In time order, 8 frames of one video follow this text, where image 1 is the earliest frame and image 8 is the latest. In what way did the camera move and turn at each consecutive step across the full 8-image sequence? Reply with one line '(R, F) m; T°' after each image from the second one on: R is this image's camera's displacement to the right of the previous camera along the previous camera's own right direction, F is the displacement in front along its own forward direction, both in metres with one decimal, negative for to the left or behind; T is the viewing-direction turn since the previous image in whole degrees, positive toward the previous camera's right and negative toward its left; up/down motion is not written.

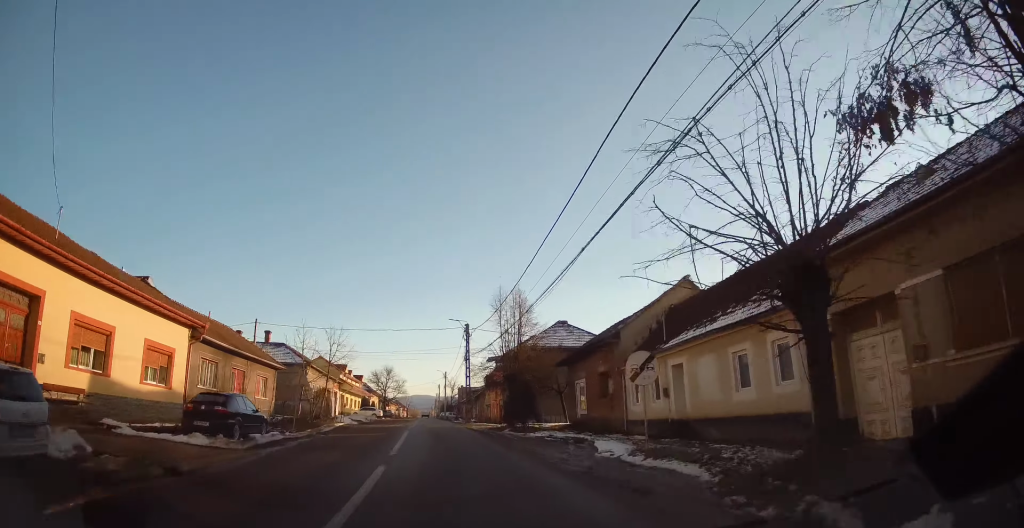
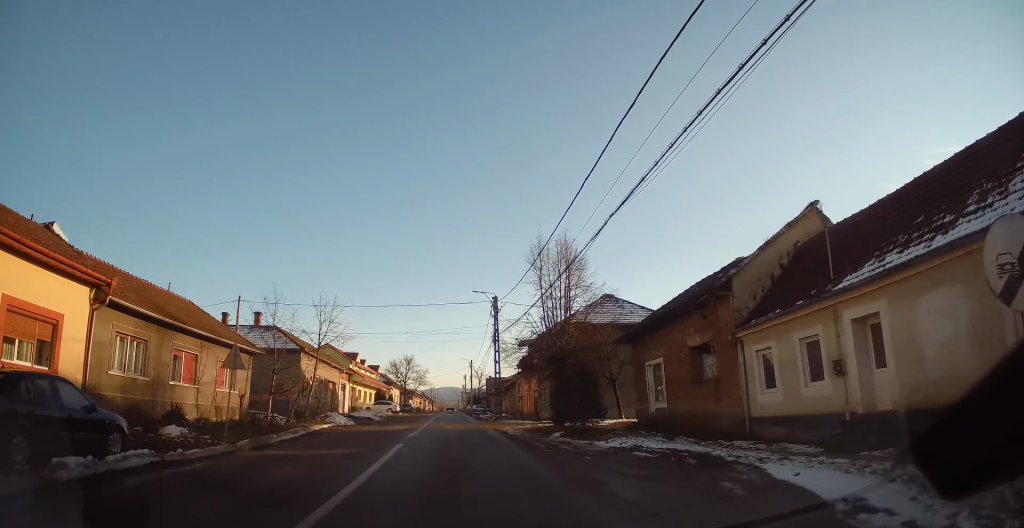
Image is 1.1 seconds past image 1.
(-0.4, +9.6) m; -6°
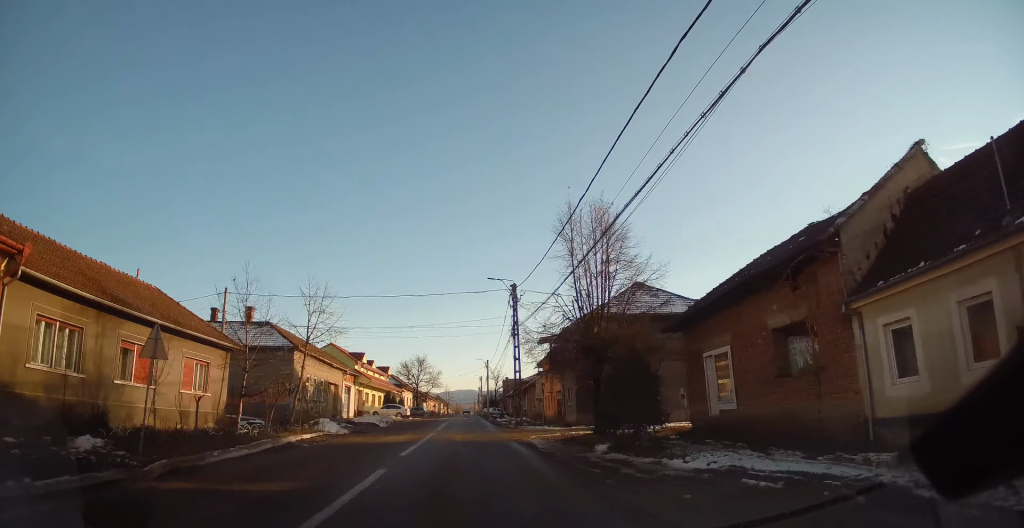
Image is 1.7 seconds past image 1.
(-0.4, +5.4) m; 0°
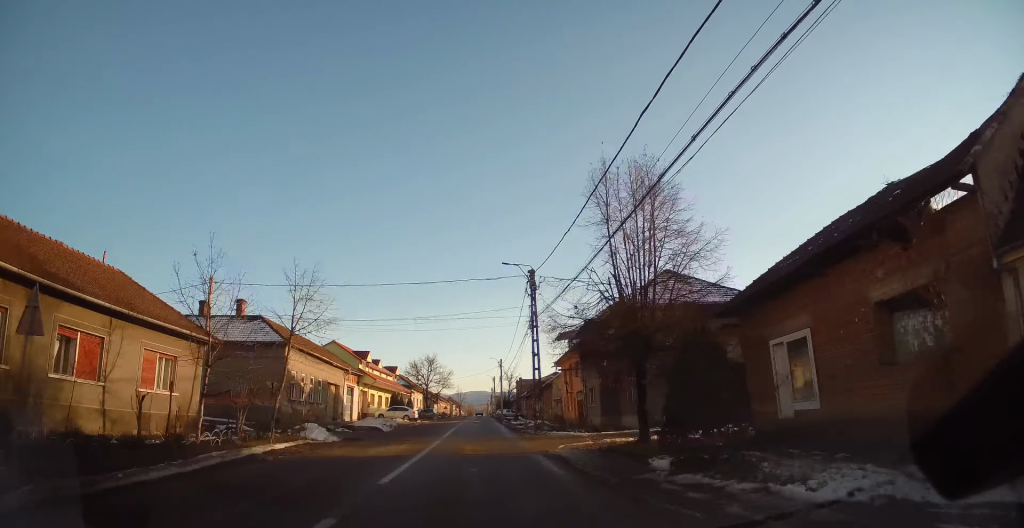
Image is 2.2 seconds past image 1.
(0.0, +4.4) m; 0°
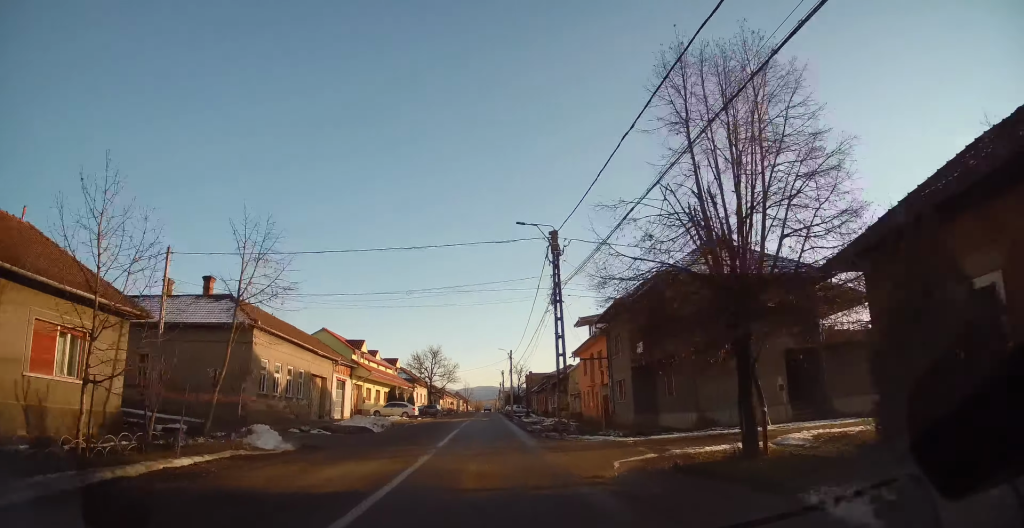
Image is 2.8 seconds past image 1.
(+0.4, +6.5) m; 0°
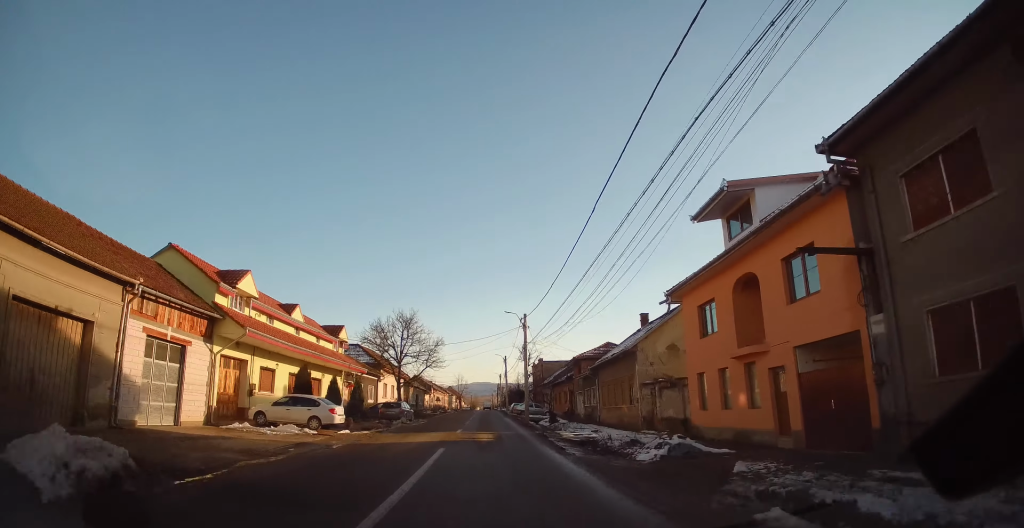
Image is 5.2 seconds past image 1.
(-0.2, +26.5) m; 0°
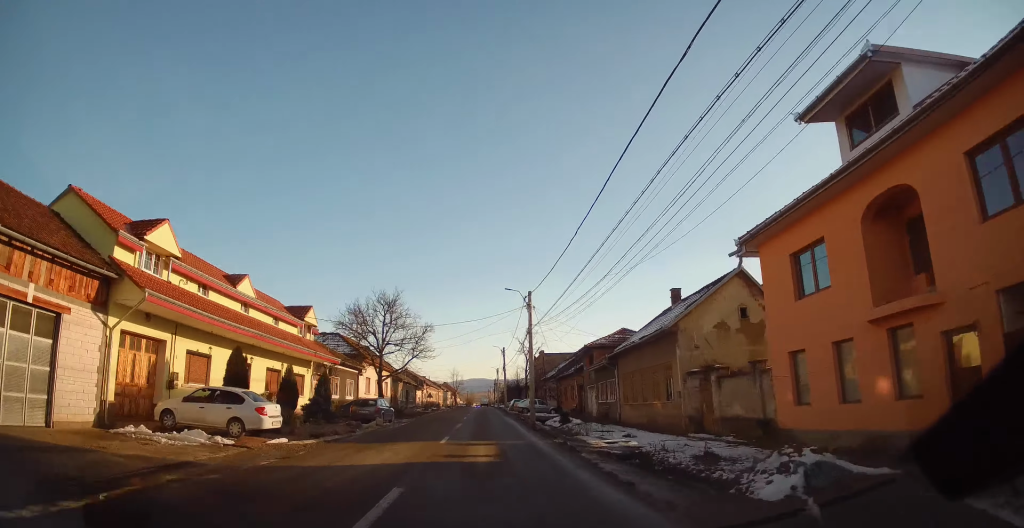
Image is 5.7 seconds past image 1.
(-0.2, +7.4) m; 0°
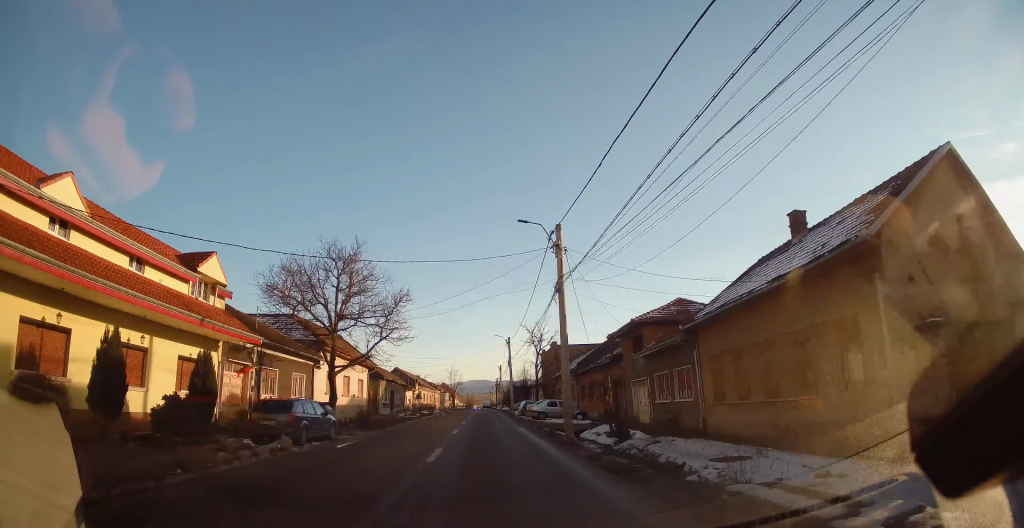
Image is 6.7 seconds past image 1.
(+0.3, +13.7) m; 0°
